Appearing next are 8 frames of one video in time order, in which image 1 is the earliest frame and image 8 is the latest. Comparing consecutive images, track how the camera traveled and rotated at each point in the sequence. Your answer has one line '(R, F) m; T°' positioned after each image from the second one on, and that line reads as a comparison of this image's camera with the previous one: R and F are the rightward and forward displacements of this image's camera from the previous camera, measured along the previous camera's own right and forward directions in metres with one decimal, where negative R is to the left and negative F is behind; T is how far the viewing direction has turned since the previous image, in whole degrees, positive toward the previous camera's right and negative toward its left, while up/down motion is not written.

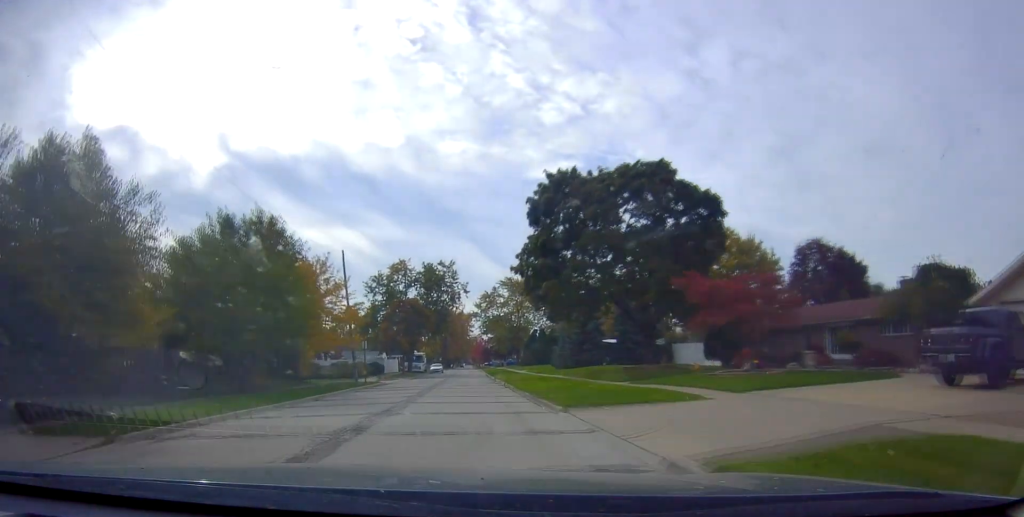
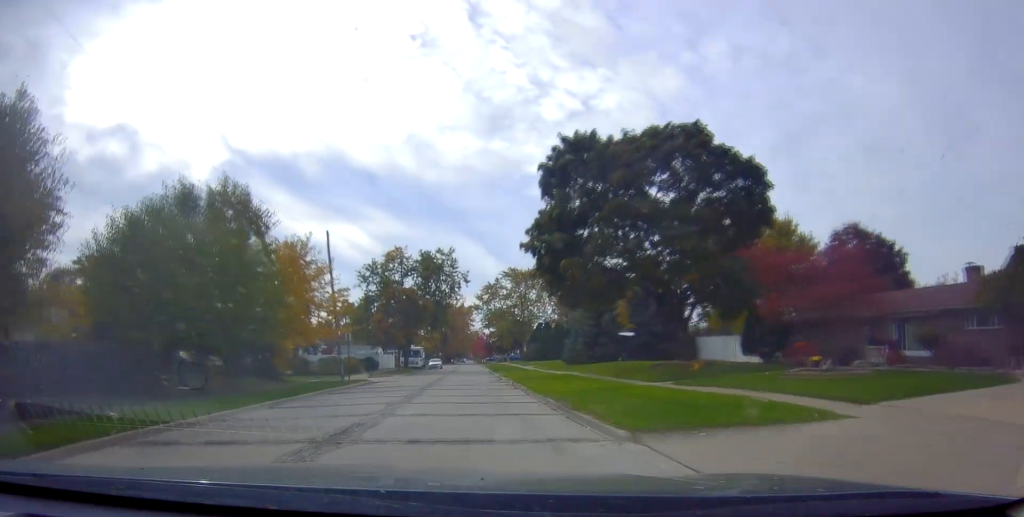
(0.0, +5.5) m; 0°
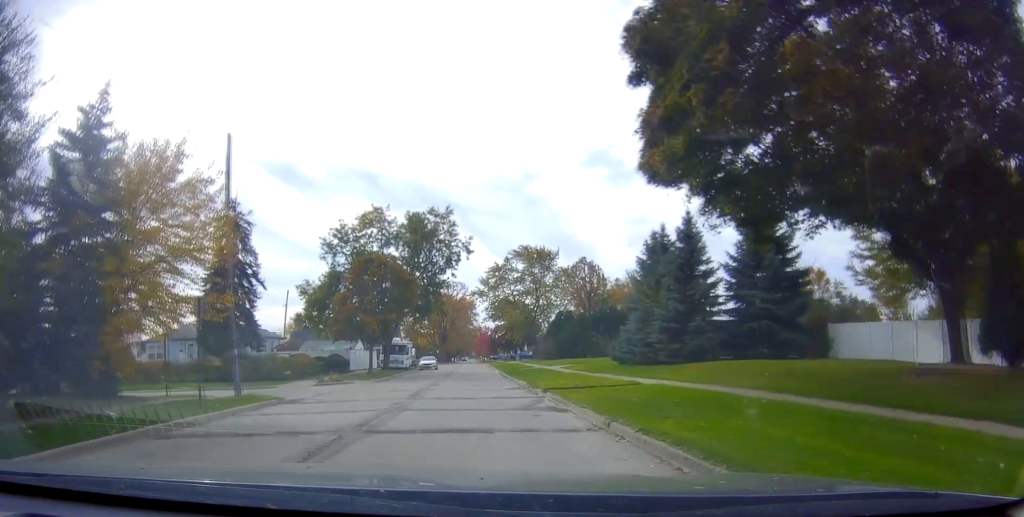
(-0.8, +19.2) m; -5°
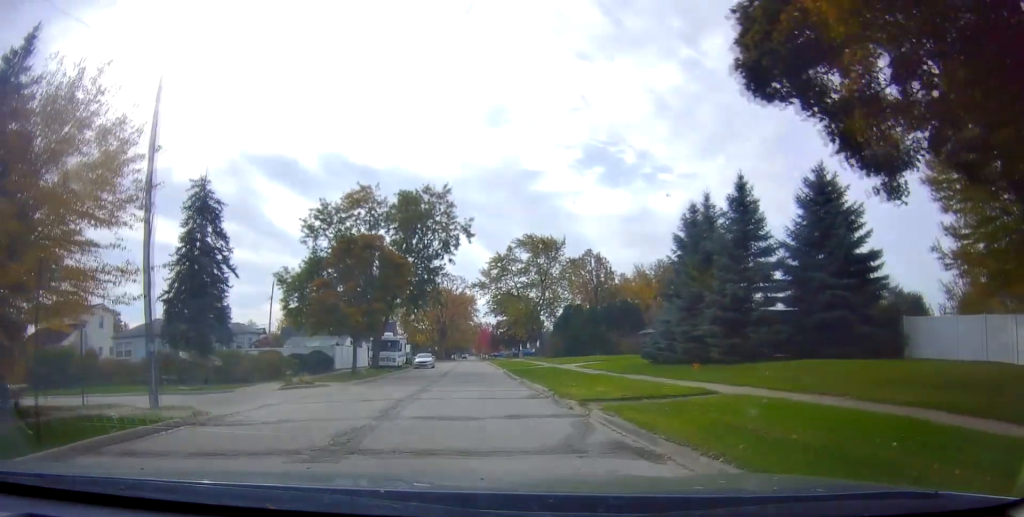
(-0.2, +6.6) m; +1°
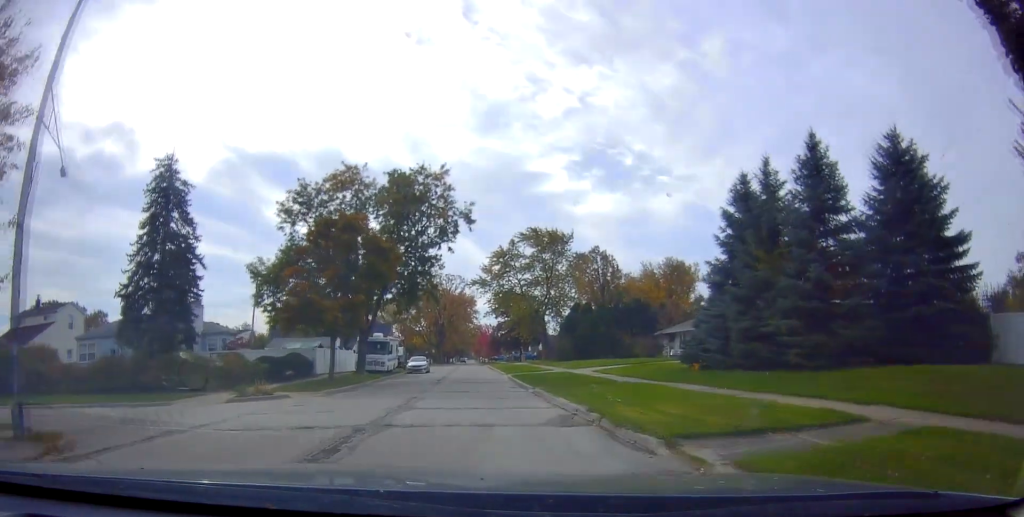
(+0.4, +6.0) m; +4°
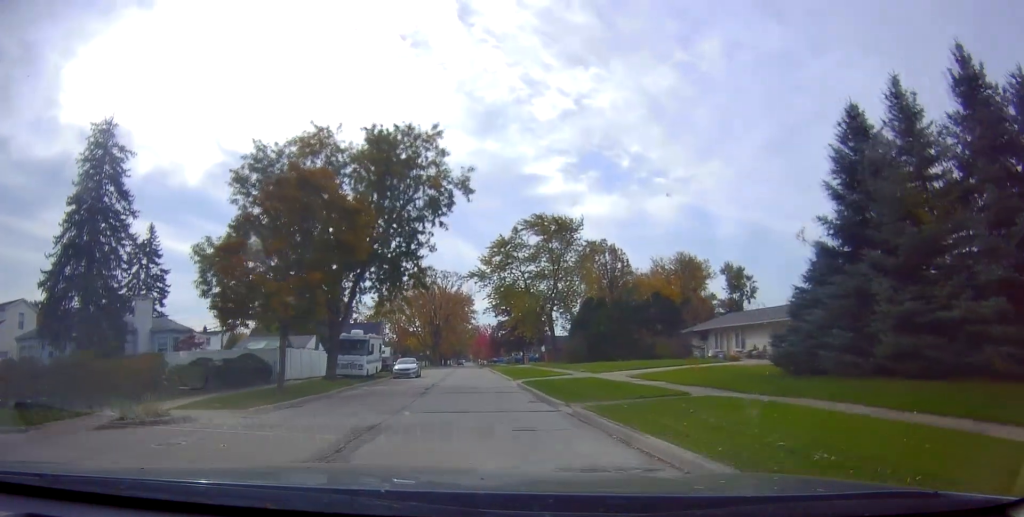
(0.0, +8.3) m; 0°
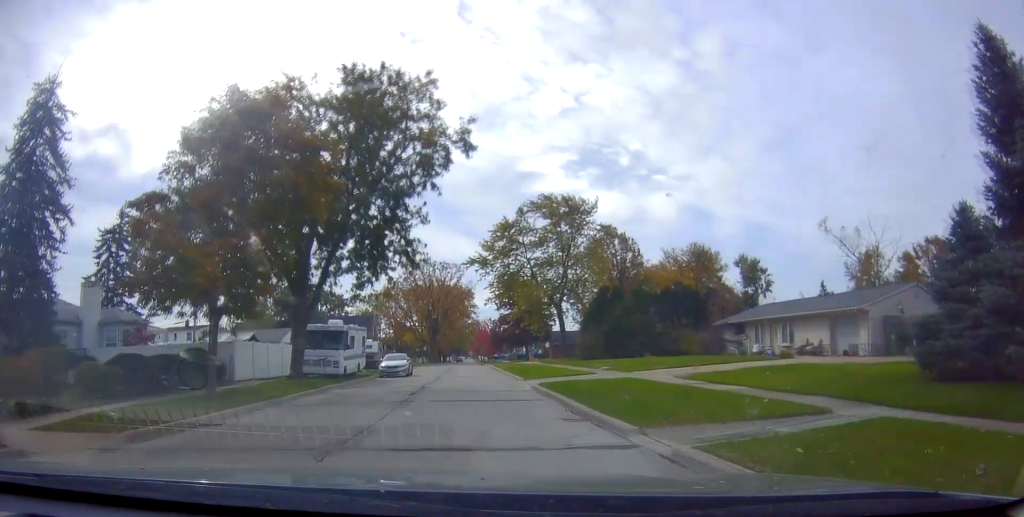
(0.0, +6.6) m; 0°
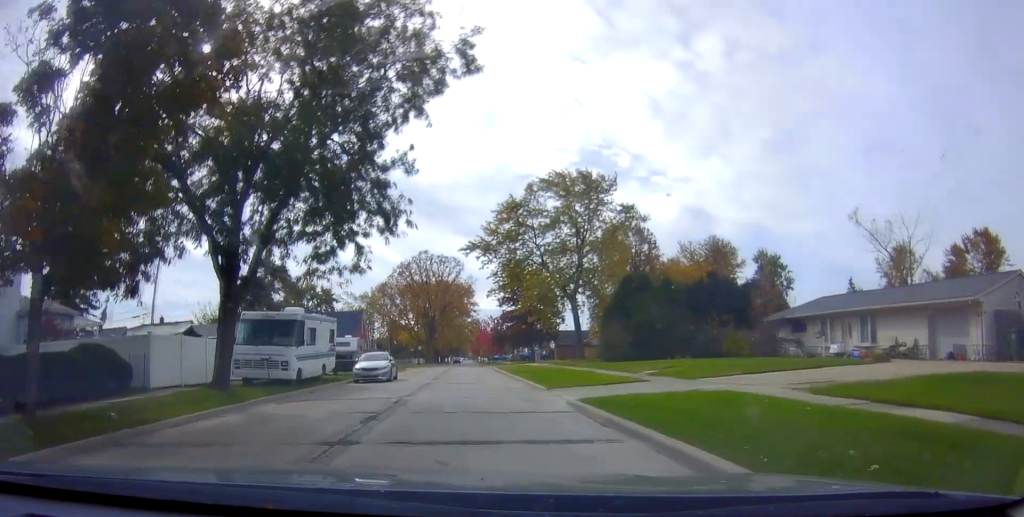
(0.0, +8.0) m; 0°
